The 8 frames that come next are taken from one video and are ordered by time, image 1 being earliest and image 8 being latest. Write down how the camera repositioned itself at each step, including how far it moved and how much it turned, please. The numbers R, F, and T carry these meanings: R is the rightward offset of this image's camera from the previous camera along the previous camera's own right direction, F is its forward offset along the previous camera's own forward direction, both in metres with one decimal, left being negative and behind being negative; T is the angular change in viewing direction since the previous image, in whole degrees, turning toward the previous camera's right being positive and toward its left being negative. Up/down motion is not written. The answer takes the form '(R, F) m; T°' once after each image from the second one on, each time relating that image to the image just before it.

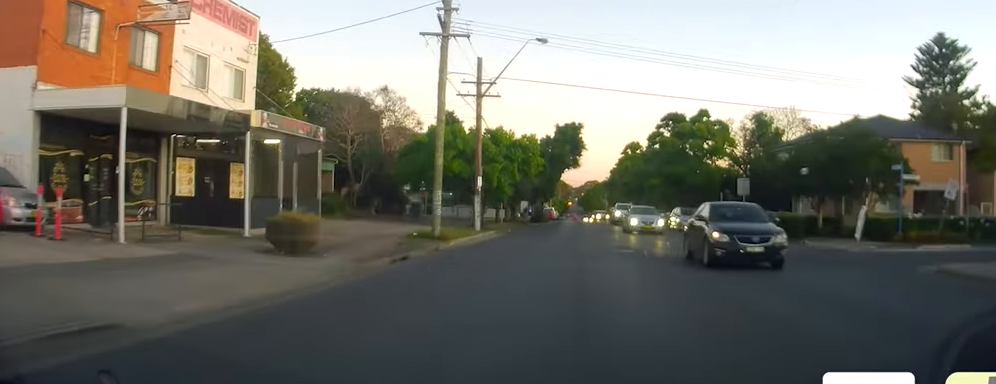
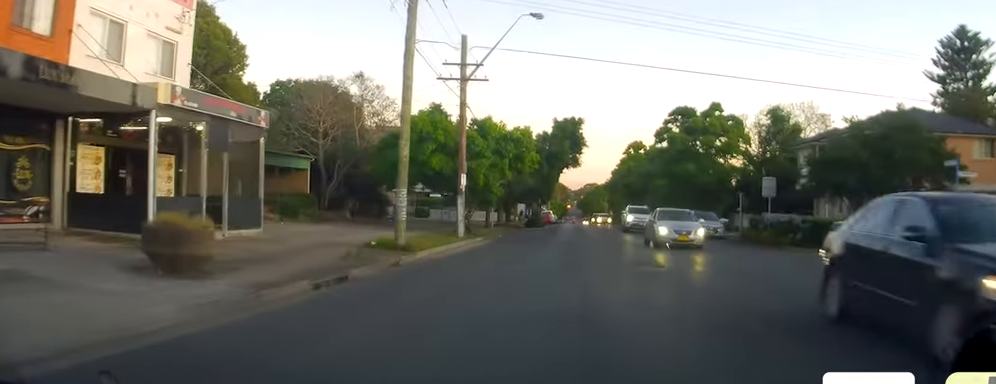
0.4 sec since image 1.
(0.0, +5.5) m; -1°
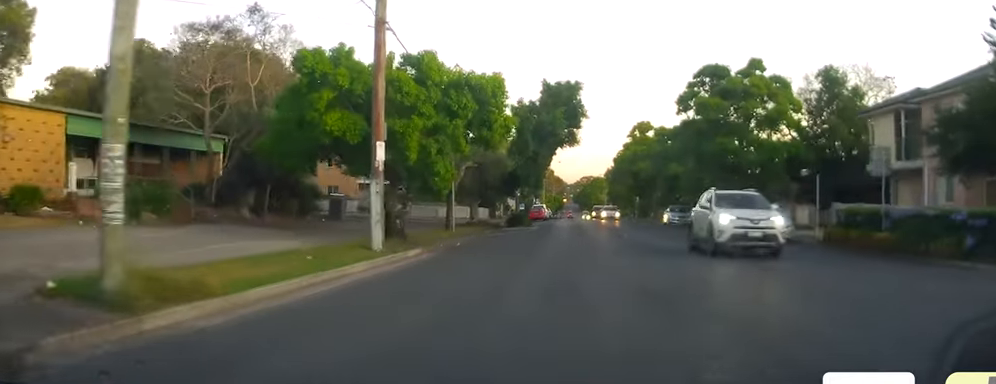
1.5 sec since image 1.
(-0.2, +13.7) m; 0°
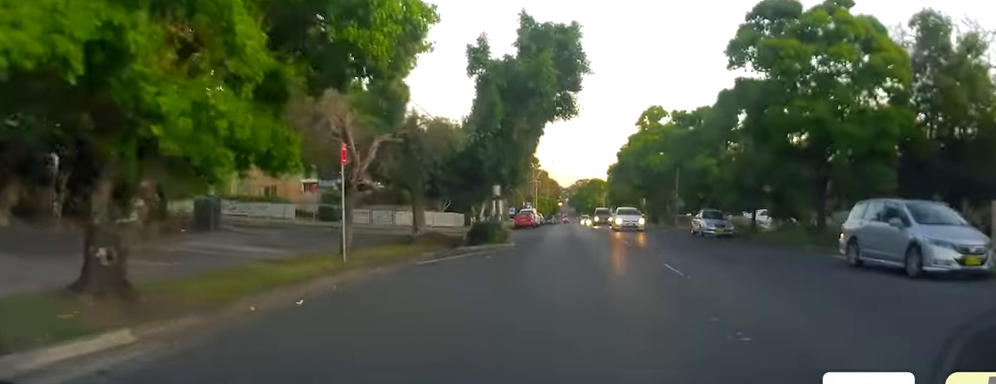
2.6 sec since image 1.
(+0.4, +14.7) m; +1°
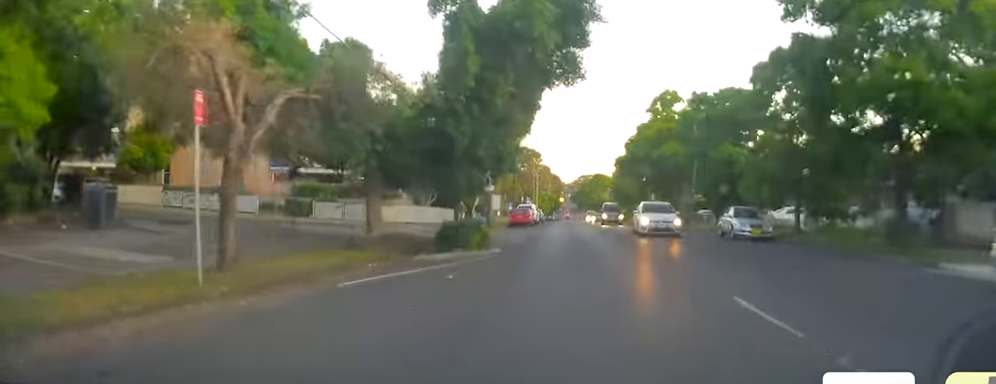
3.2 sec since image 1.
(+0.1, +6.9) m; -1°
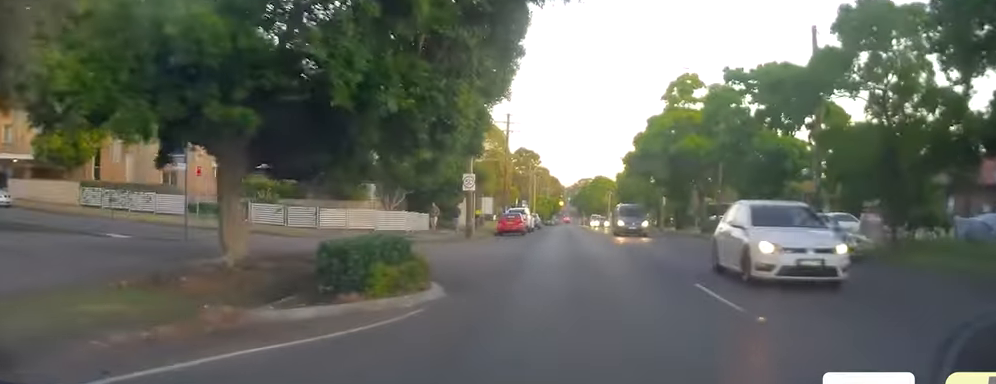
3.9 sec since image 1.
(-0.3, +9.6) m; 0°
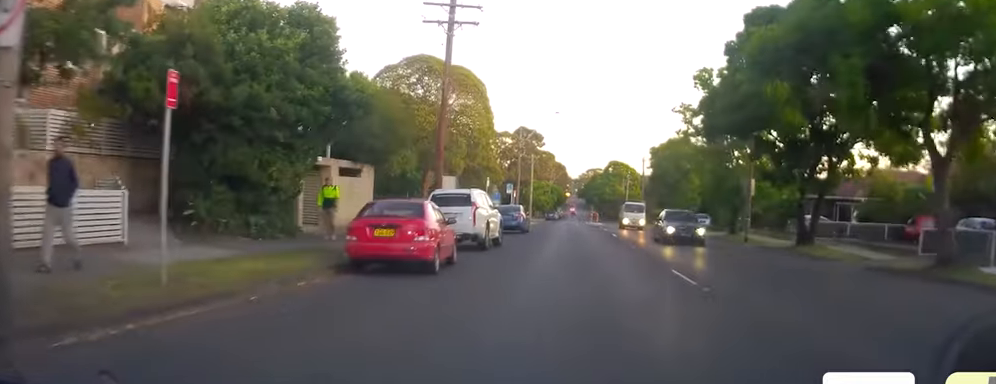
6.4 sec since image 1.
(-0.4, +33.0) m; -4°
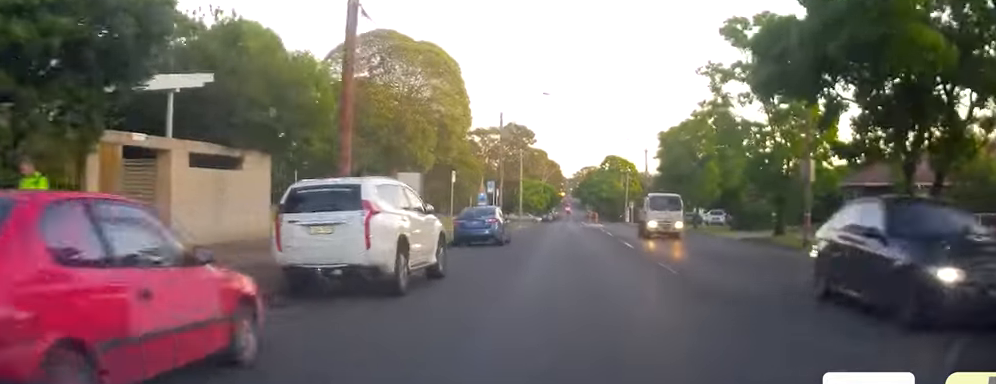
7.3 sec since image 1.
(-0.4, +10.7) m; +2°
